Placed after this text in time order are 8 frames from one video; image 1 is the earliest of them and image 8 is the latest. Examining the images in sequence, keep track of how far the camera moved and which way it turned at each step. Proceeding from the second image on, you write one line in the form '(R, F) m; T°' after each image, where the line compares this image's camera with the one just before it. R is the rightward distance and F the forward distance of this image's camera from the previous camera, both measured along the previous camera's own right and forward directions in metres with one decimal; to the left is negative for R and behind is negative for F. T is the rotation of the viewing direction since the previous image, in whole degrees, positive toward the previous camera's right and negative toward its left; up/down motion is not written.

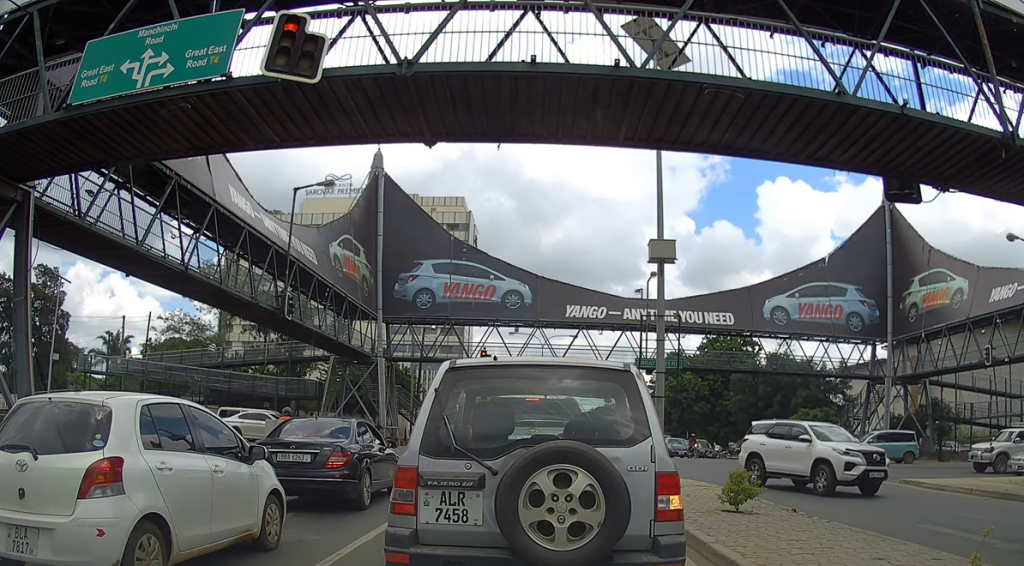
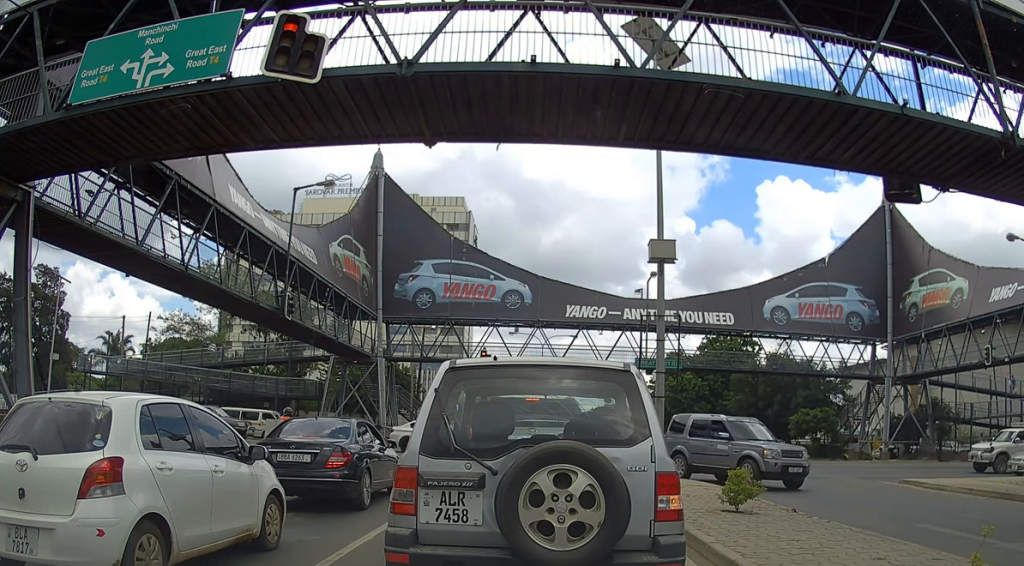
(0.0, 0.0) m; 0°
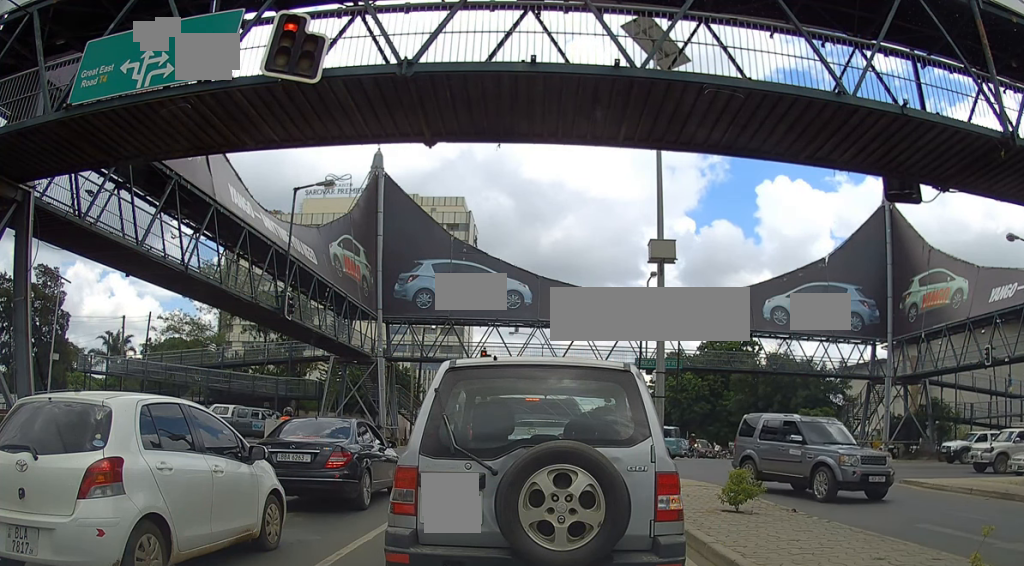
(0.0, 0.0) m; 0°
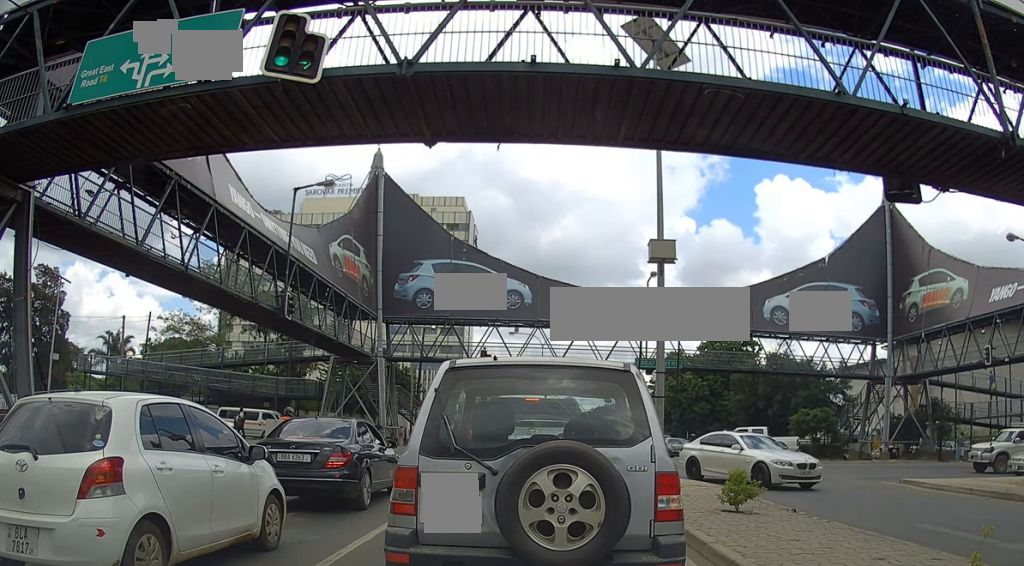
(0.0, 0.0) m; 0°
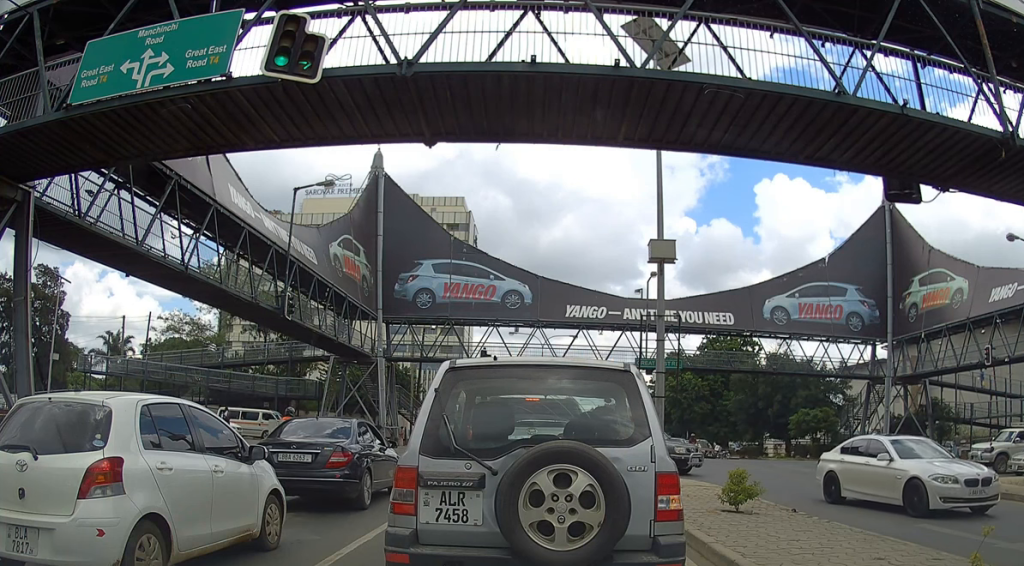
(0.0, 0.0) m; 0°
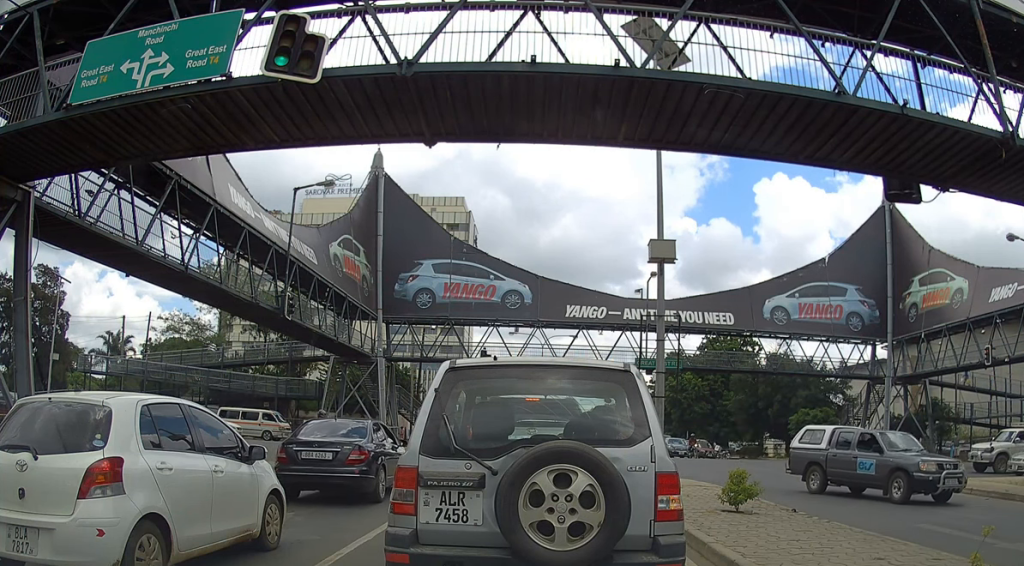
(0.0, 0.0) m; 0°
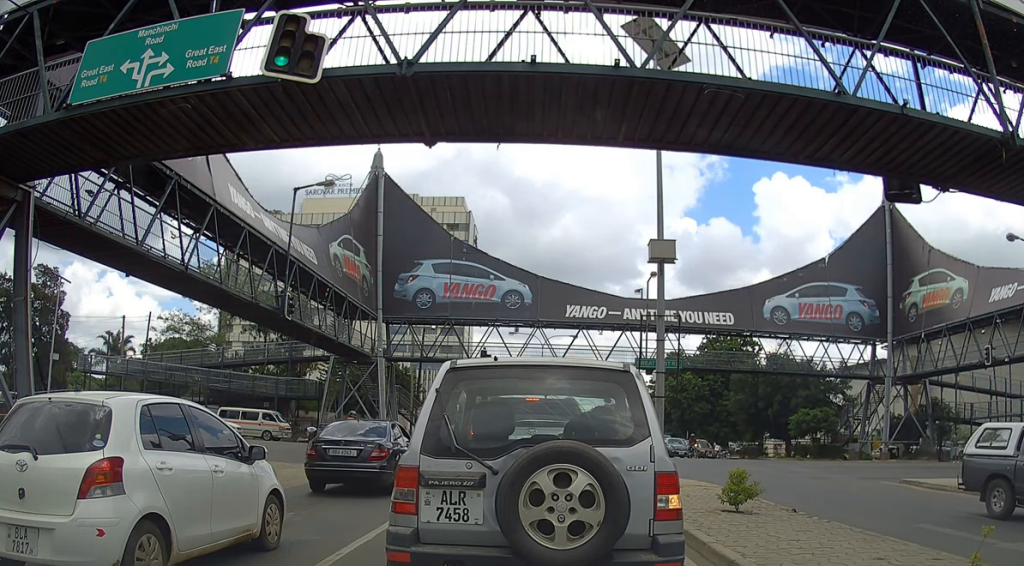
(0.0, 0.0) m; 0°
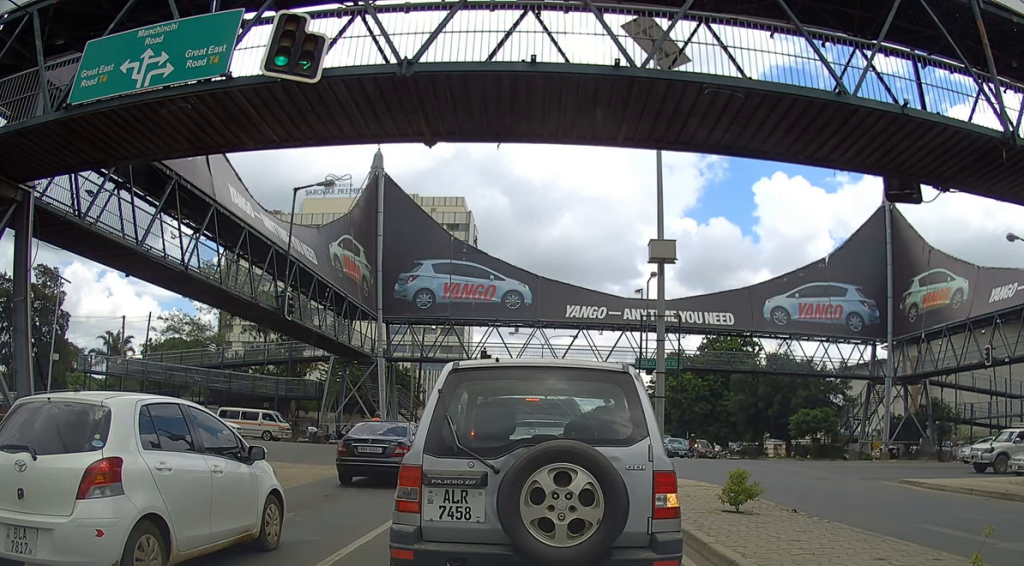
(0.0, 0.0) m; 0°
